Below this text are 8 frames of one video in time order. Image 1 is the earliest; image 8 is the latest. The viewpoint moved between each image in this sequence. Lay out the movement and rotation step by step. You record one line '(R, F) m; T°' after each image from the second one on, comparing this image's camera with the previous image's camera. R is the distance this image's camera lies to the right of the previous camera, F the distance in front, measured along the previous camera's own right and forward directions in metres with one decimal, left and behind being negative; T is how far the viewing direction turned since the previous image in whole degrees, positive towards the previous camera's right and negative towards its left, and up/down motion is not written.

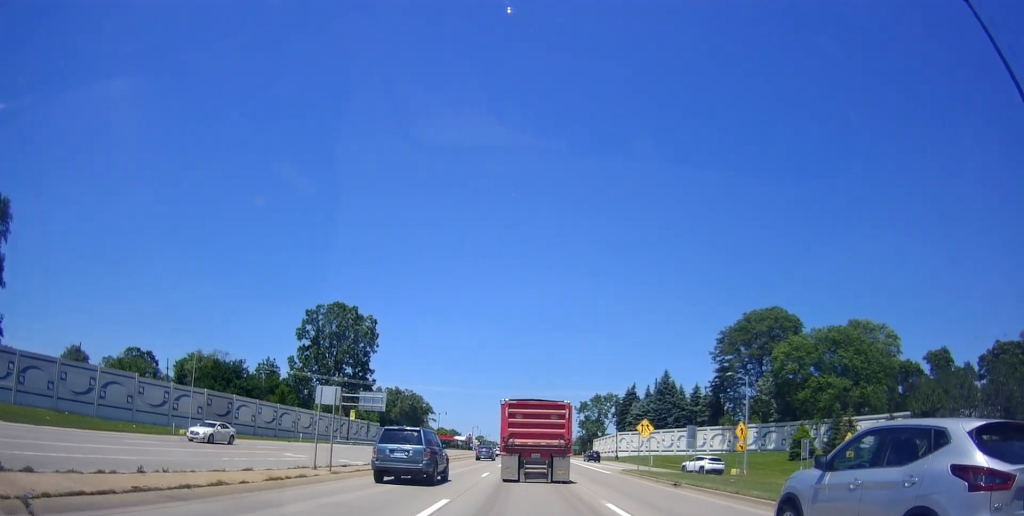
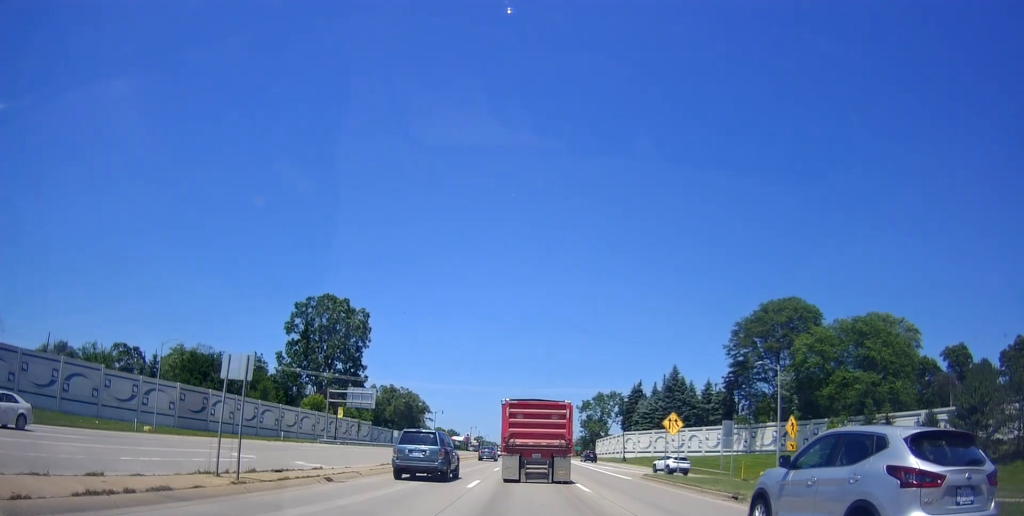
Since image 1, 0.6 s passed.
(-0.4, +7.4) m; 0°
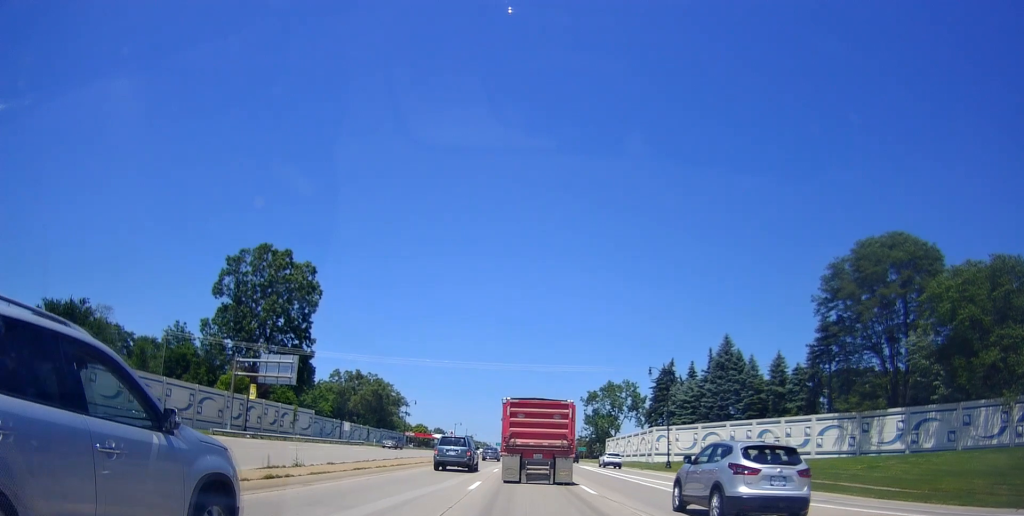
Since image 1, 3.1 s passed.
(+0.6, +33.3) m; +2°
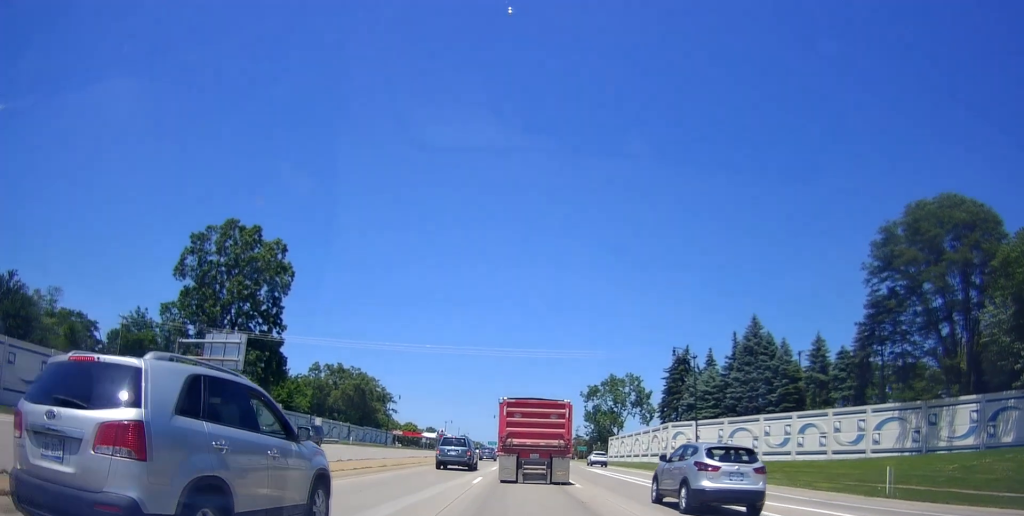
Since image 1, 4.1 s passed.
(+0.3, +12.8) m; +2°
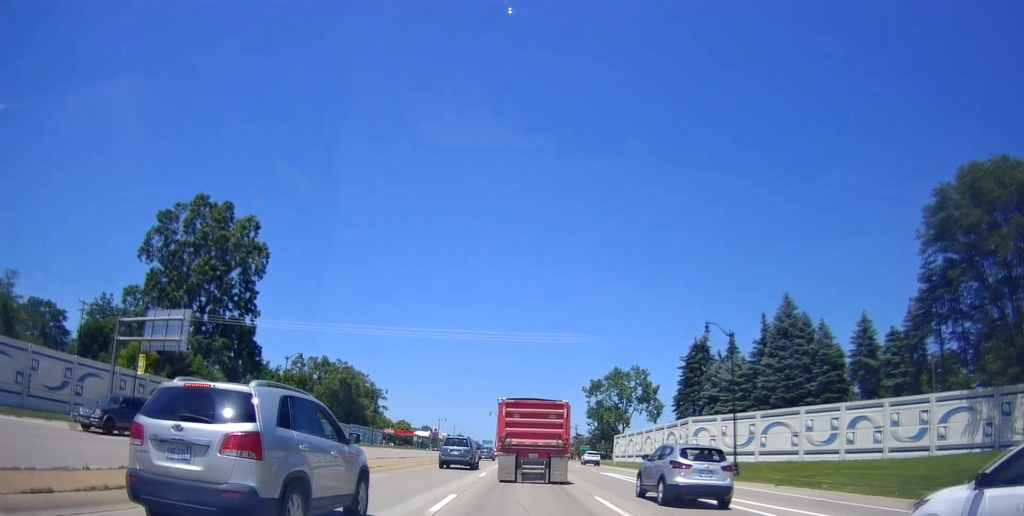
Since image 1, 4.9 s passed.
(0.0, +10.7) m; 0°
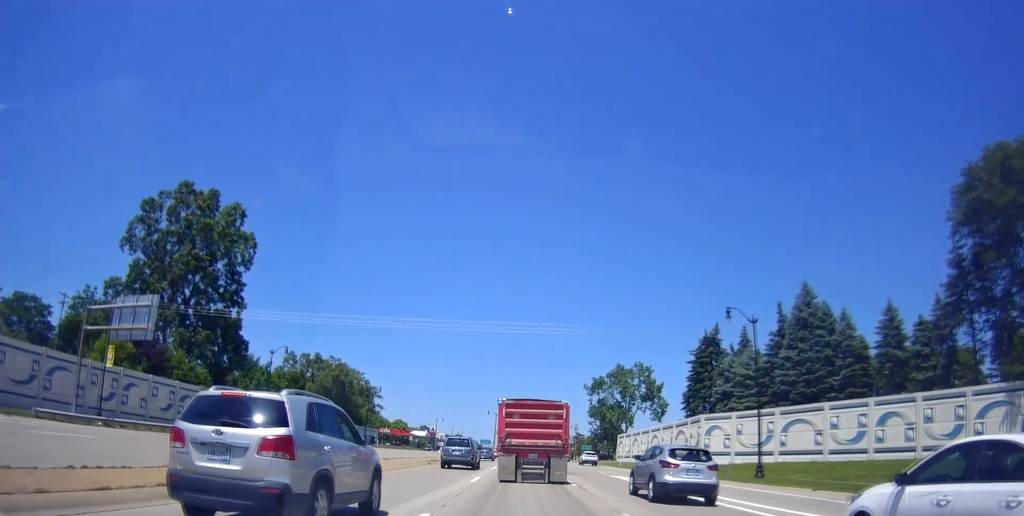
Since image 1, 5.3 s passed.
(0.0, +4.9) m; 0°
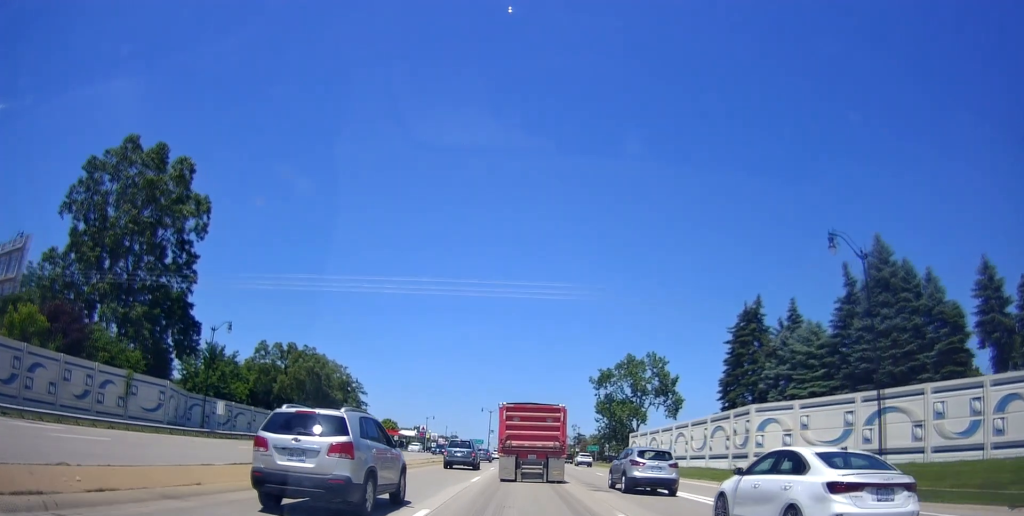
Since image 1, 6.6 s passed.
(0.0, +14.9) m; 0°
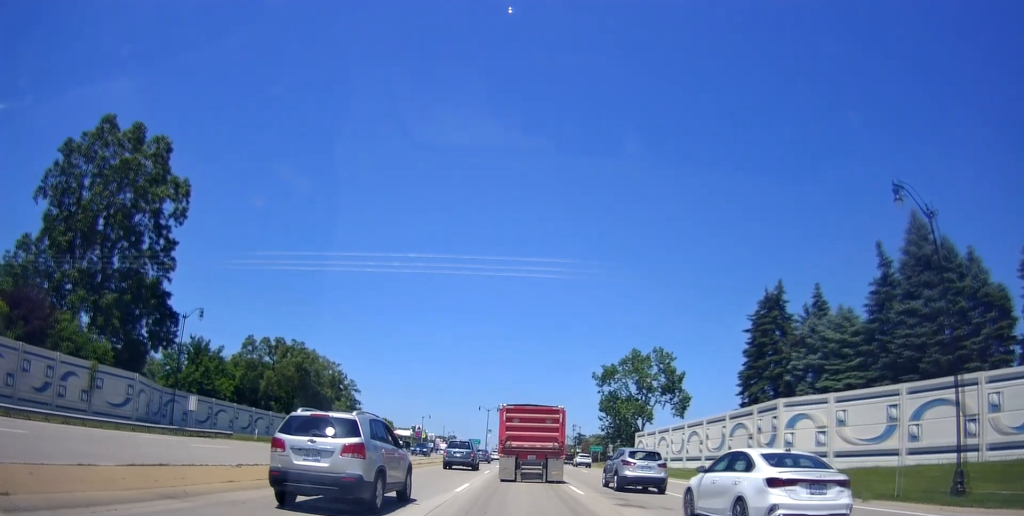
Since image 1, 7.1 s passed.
(0.0, +5.7) m; 0°
